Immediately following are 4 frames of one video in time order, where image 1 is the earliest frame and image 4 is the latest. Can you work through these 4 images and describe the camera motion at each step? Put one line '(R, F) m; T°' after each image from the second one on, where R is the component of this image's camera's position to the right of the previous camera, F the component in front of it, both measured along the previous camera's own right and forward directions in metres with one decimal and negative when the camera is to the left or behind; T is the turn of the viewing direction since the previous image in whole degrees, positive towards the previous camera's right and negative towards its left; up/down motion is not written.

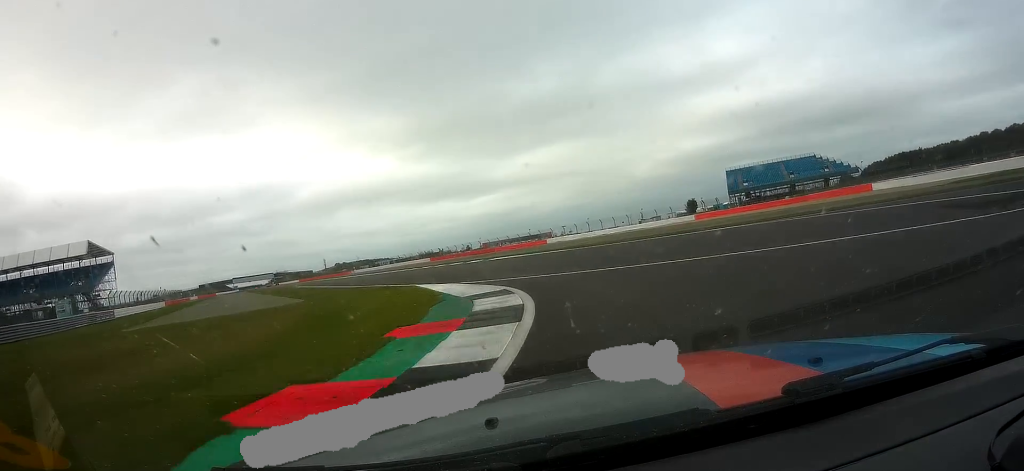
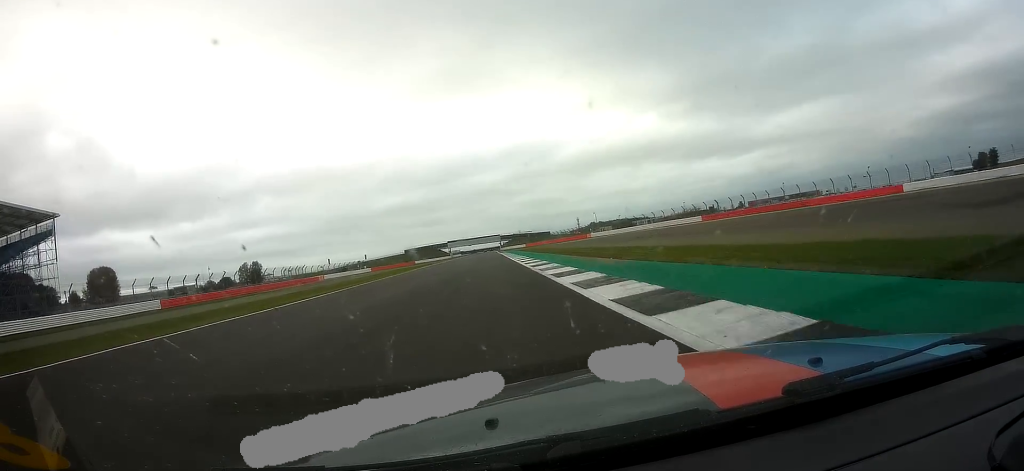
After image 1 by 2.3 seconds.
(-17.3, +66.0) m; -27°
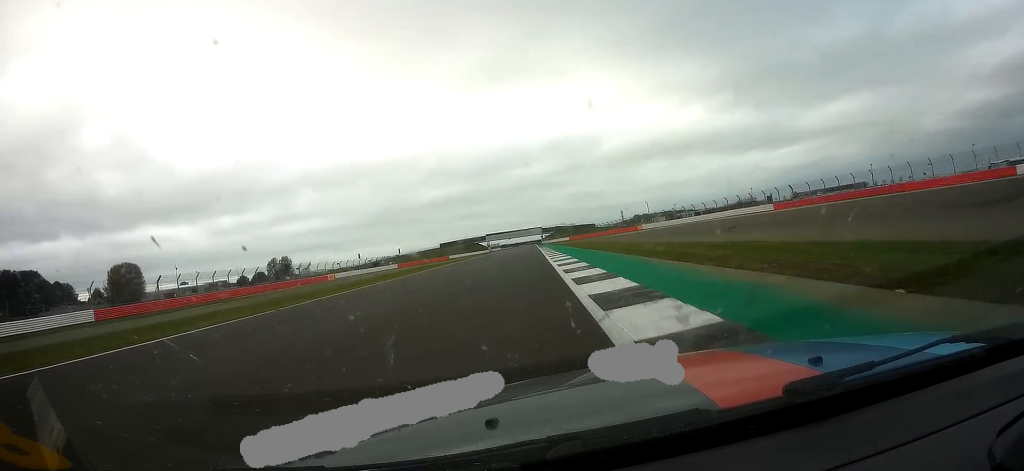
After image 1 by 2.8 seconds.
(-1.0, +18.5) m; -3°
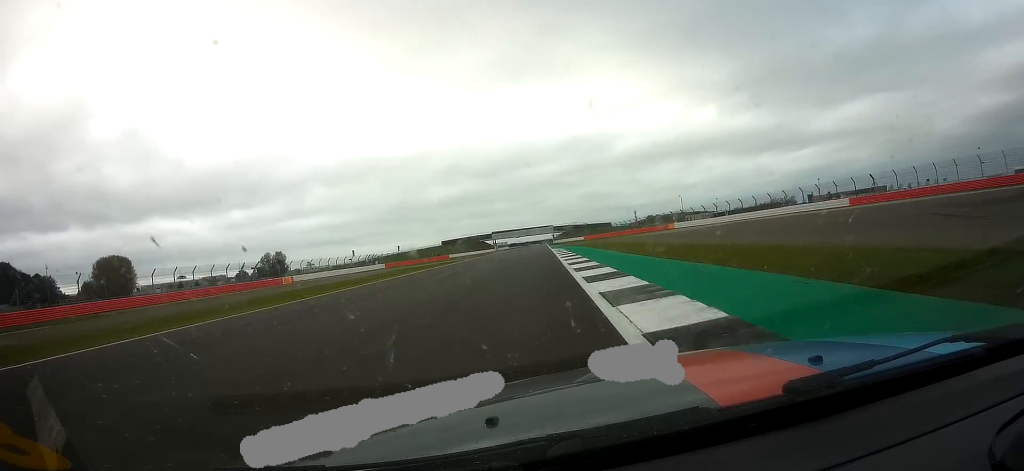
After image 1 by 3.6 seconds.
(-0.8, +24.3) m; -2°
